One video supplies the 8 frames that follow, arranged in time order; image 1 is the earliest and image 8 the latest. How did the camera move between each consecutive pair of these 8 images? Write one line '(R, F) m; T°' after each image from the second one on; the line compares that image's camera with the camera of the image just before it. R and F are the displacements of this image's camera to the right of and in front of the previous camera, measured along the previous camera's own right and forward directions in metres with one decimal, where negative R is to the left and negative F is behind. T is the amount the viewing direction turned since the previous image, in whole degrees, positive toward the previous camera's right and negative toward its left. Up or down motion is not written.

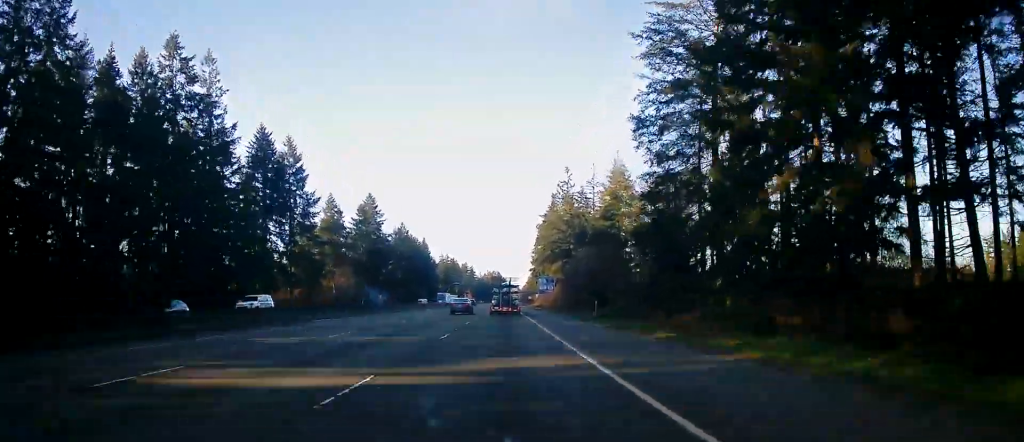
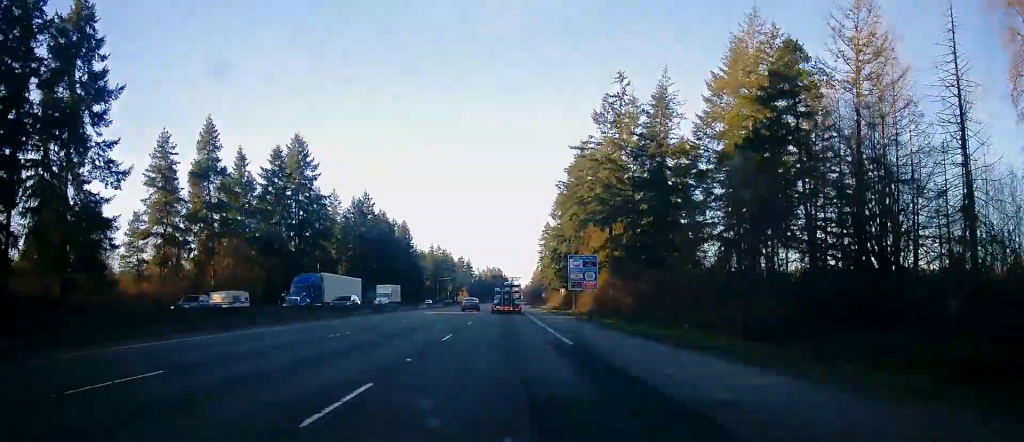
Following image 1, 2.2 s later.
(+0.6, +62.0) m; -1°
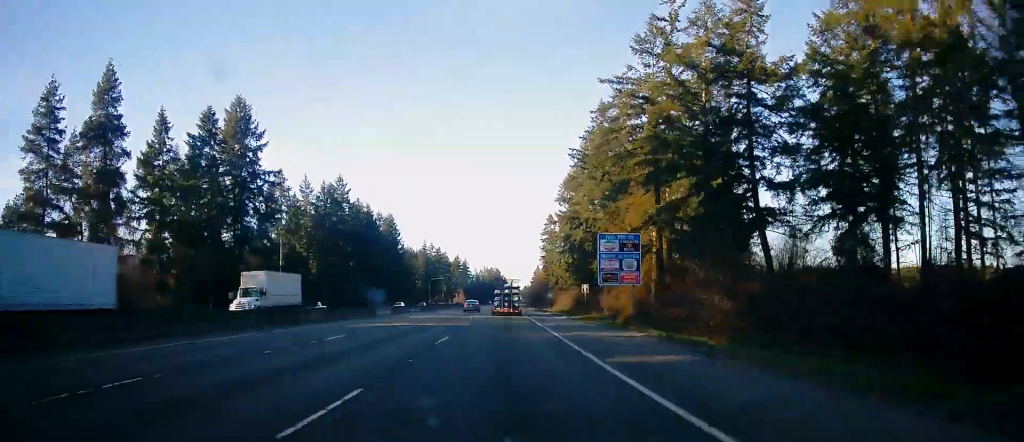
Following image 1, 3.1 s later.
(-0.7, +25.8) m; 0°
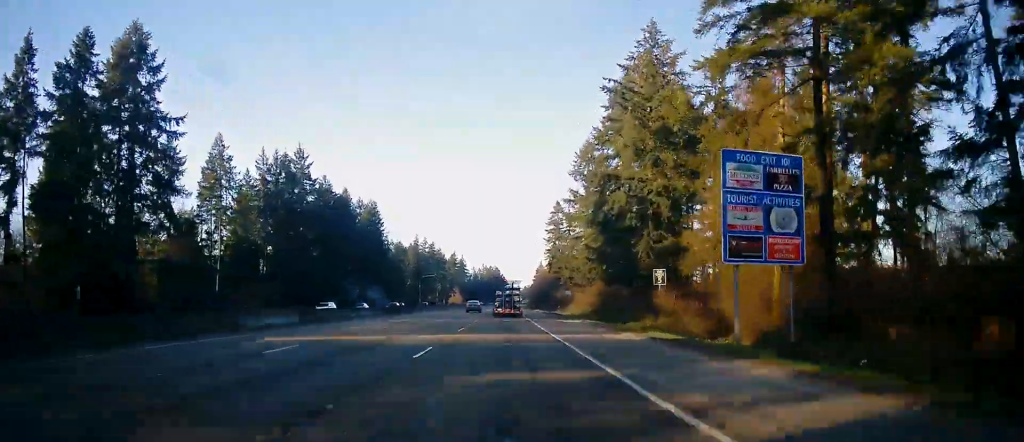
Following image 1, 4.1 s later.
(+0.8, +28.8) m; +2°
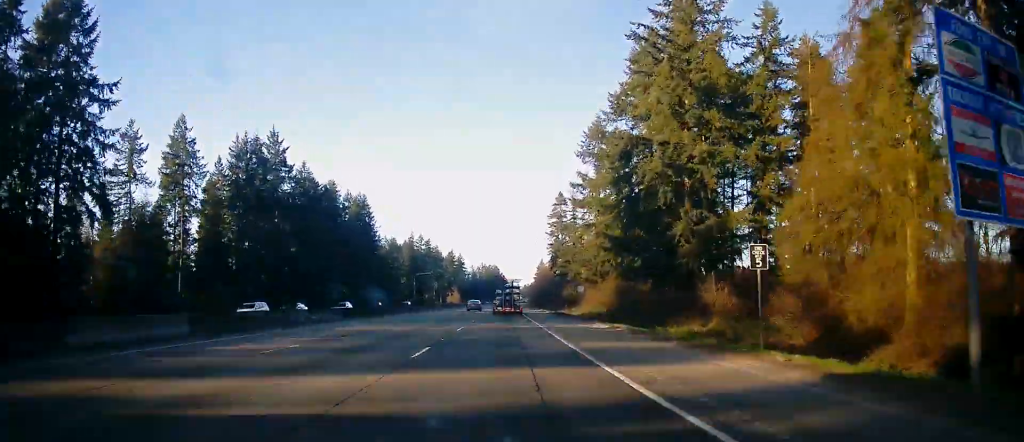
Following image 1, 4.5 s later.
(0.0, +12.5) m; 0°
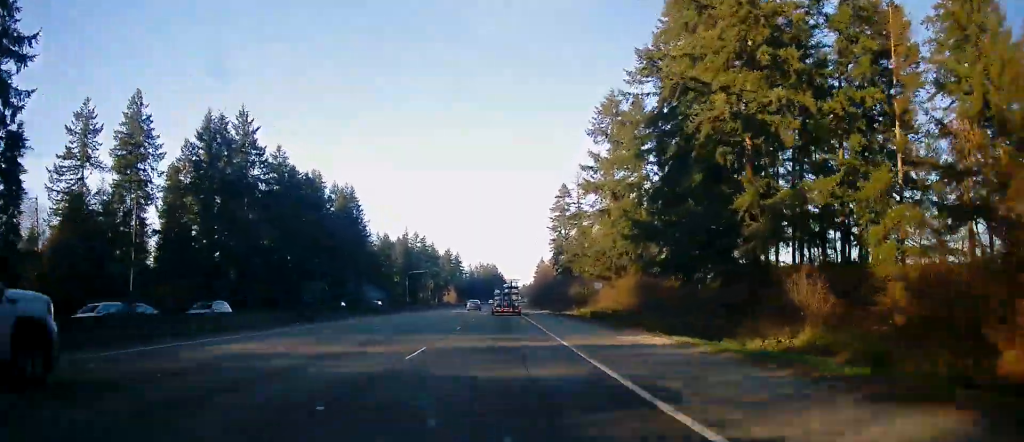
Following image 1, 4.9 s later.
(+0.1, +12.5) m; 0°
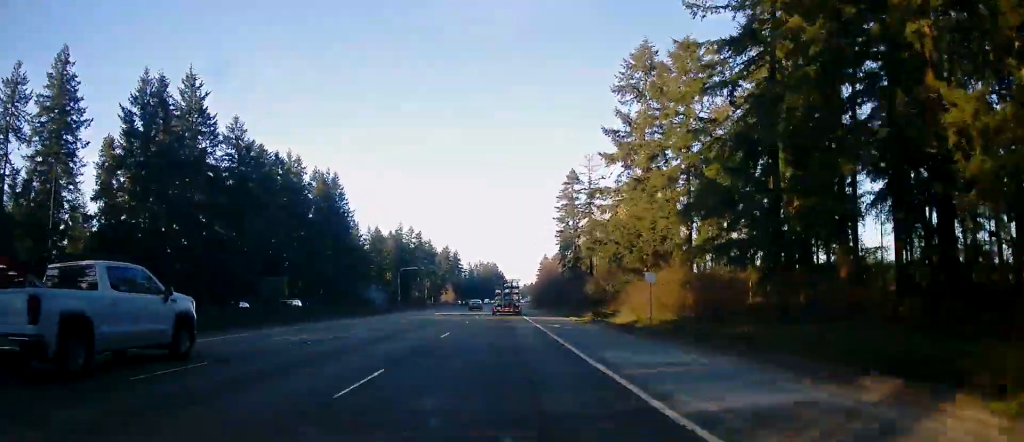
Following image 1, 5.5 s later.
(-0.2, +17.3) m; 0°
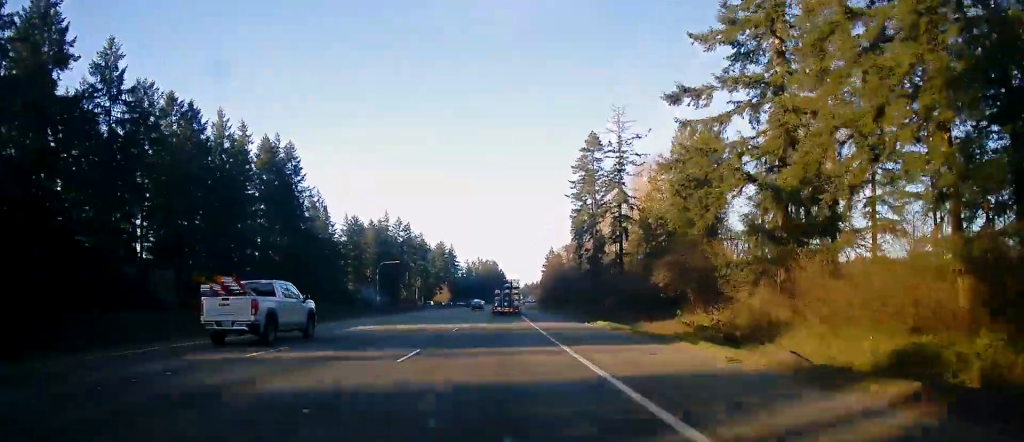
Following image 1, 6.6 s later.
(0.0, +31.8) m; 0°
